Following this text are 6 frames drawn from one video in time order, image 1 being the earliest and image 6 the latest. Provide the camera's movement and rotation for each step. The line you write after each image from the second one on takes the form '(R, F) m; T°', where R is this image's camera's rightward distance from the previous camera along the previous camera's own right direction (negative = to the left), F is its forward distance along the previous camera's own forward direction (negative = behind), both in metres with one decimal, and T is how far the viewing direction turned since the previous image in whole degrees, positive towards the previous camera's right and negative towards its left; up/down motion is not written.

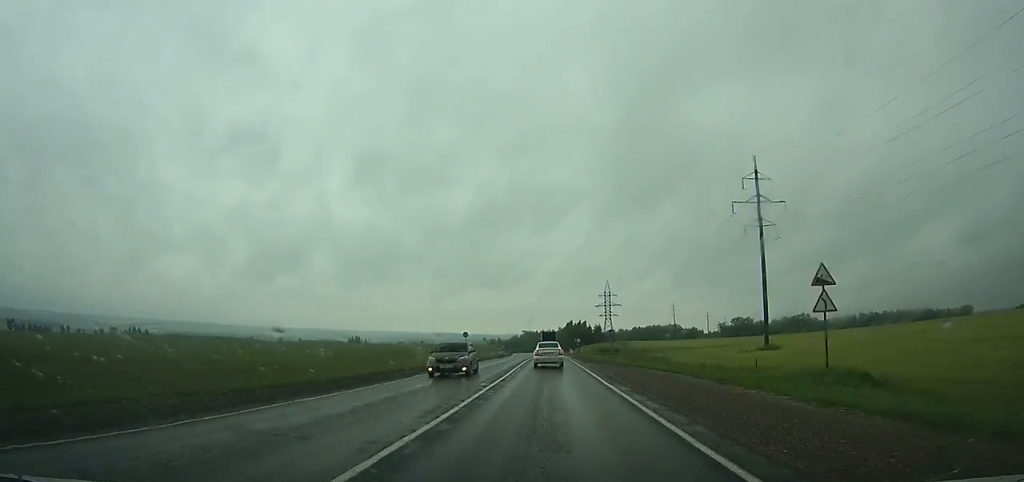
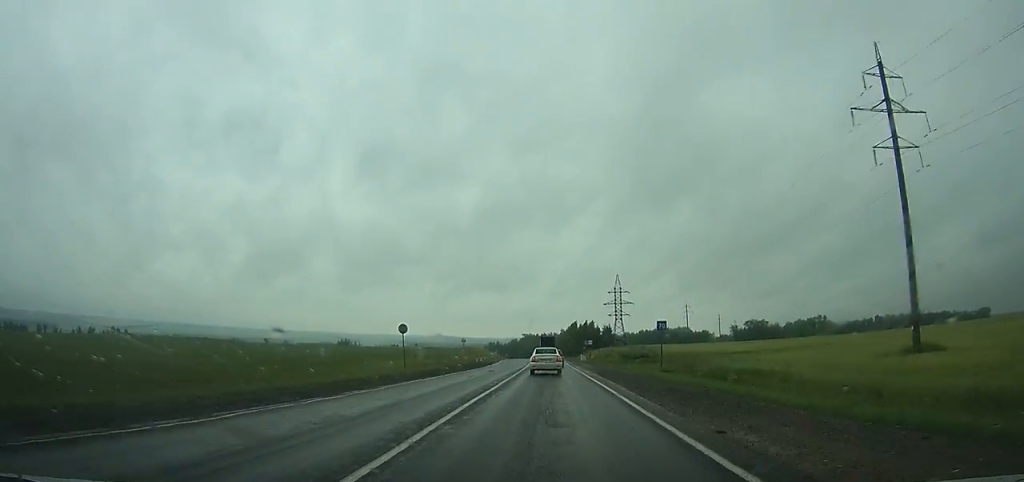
(0.0, +31.5) m; 0°
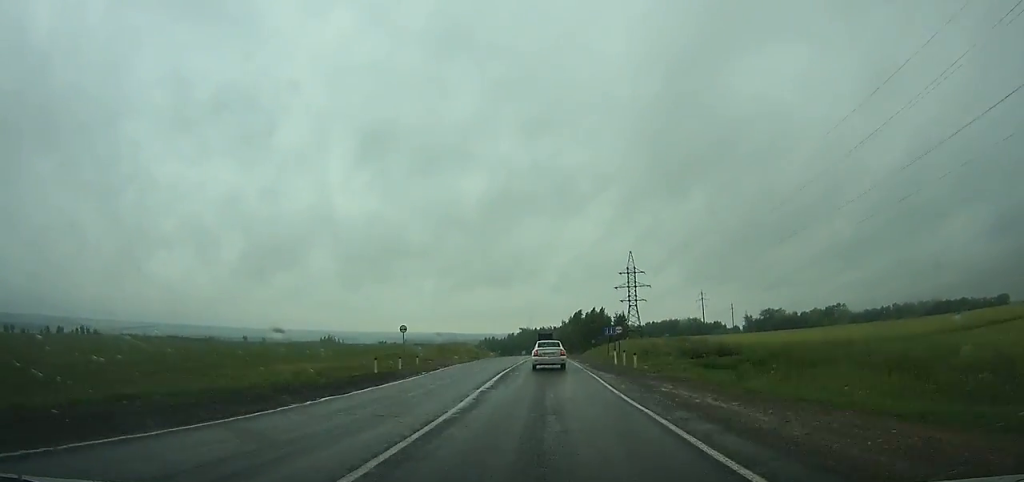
(-0.1, +38.0) m; 0°
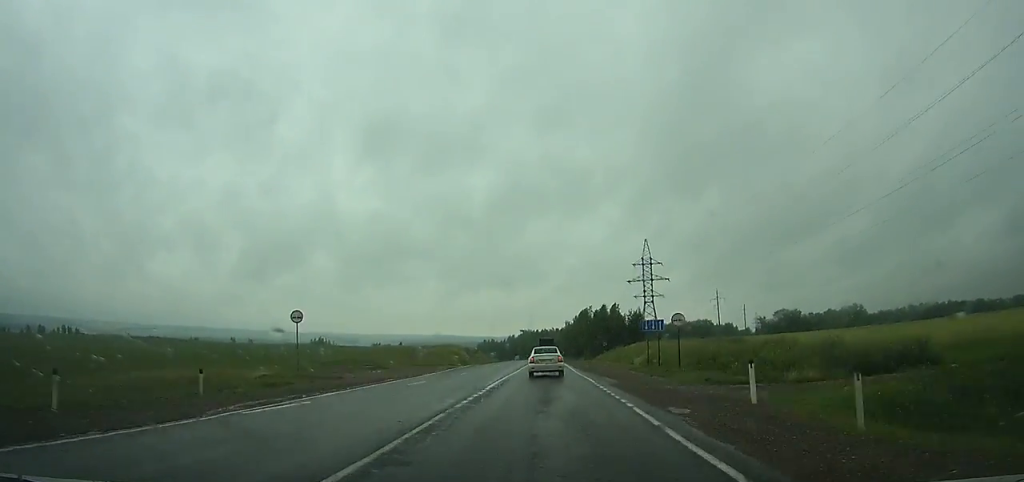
(-0.1, +23.8) m; 0°
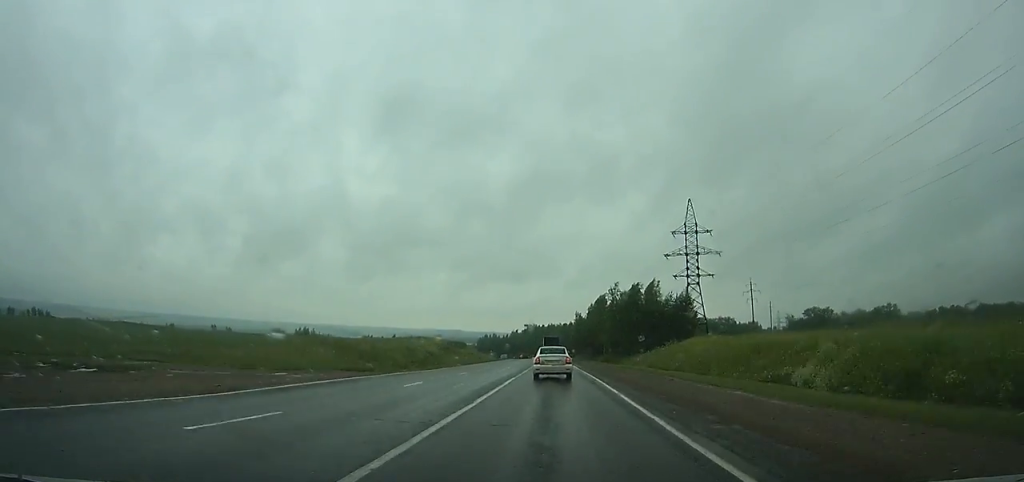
(-0.1, +38.9) m; 0°
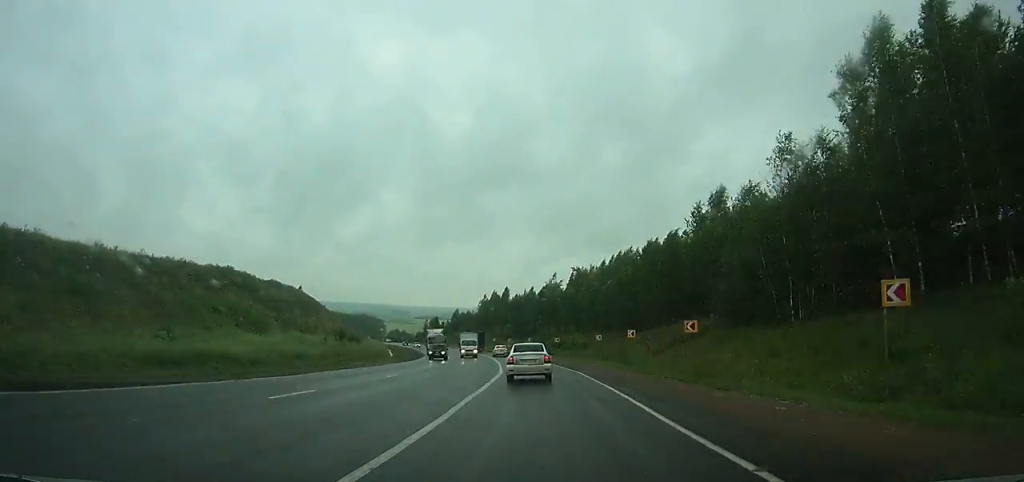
(-6.2, +236.3) m; -7°
